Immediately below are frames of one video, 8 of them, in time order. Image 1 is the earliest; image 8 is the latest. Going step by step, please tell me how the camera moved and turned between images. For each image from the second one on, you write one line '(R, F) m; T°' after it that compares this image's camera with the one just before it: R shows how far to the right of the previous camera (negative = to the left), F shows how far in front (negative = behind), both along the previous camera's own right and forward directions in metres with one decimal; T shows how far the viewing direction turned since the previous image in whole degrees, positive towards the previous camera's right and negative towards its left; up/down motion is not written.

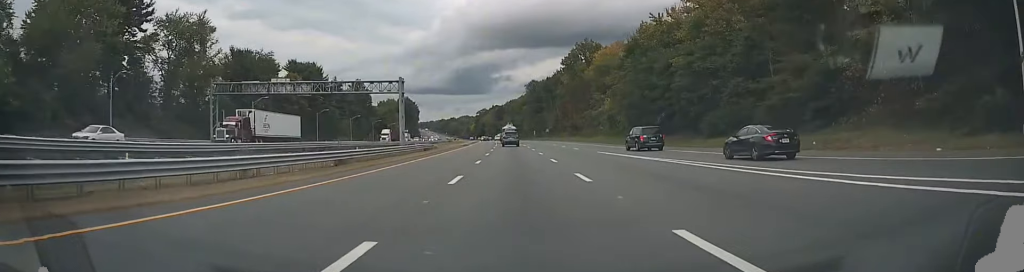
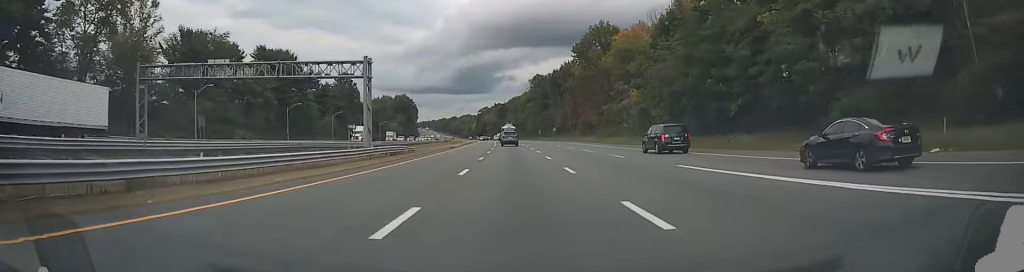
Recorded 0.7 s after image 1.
(-0.3, +20.3) m; -1°
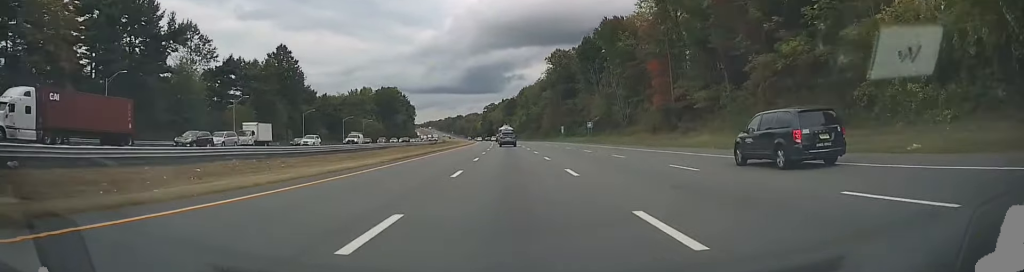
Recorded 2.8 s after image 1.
(+0.2, +63.4) m; 0°
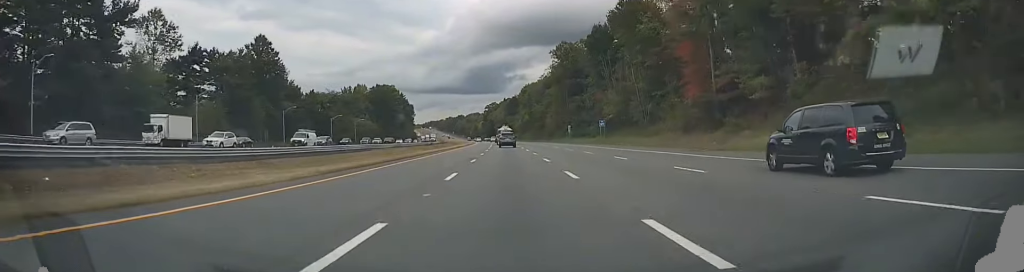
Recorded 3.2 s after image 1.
(0.0, +13.8) m; 0°
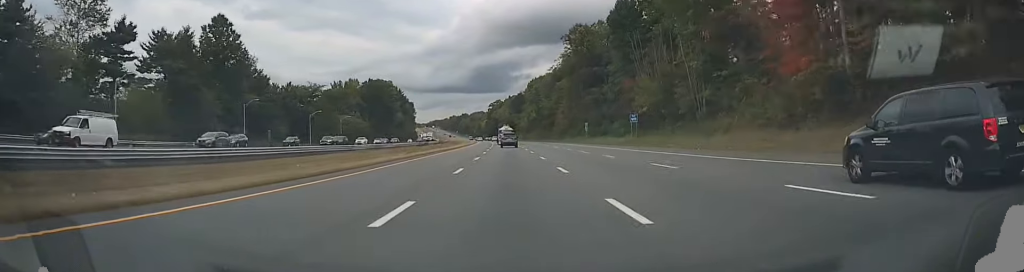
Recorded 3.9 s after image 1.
(-0.1, +22.5) m; 0°
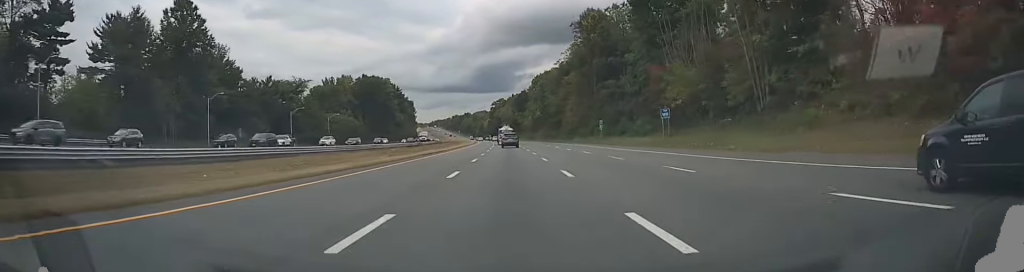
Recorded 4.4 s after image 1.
(0.0, +15.1) m; -1°
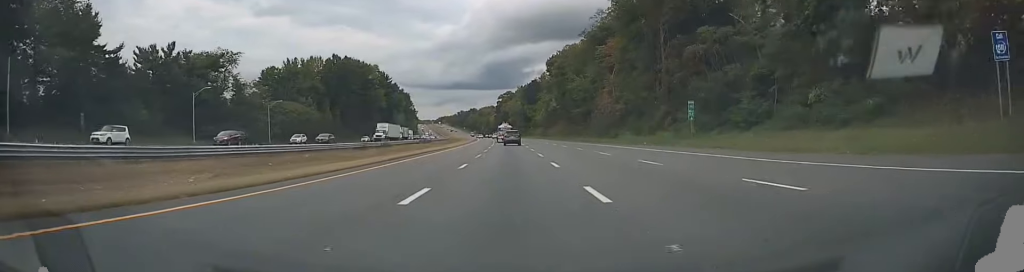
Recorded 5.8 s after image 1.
(-0.8, +51.2) m; -2°
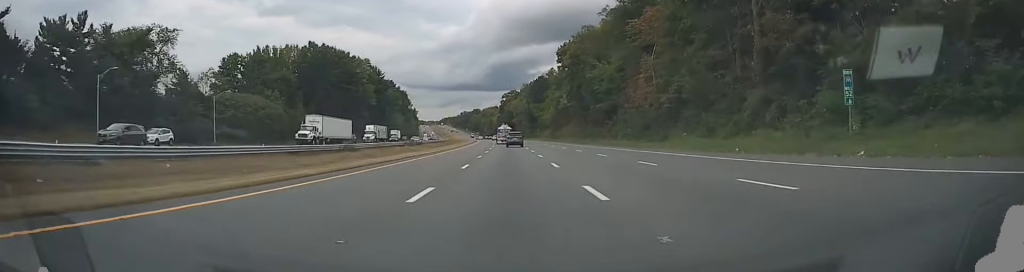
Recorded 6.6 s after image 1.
(-0.1, +25.1) m; 0°
